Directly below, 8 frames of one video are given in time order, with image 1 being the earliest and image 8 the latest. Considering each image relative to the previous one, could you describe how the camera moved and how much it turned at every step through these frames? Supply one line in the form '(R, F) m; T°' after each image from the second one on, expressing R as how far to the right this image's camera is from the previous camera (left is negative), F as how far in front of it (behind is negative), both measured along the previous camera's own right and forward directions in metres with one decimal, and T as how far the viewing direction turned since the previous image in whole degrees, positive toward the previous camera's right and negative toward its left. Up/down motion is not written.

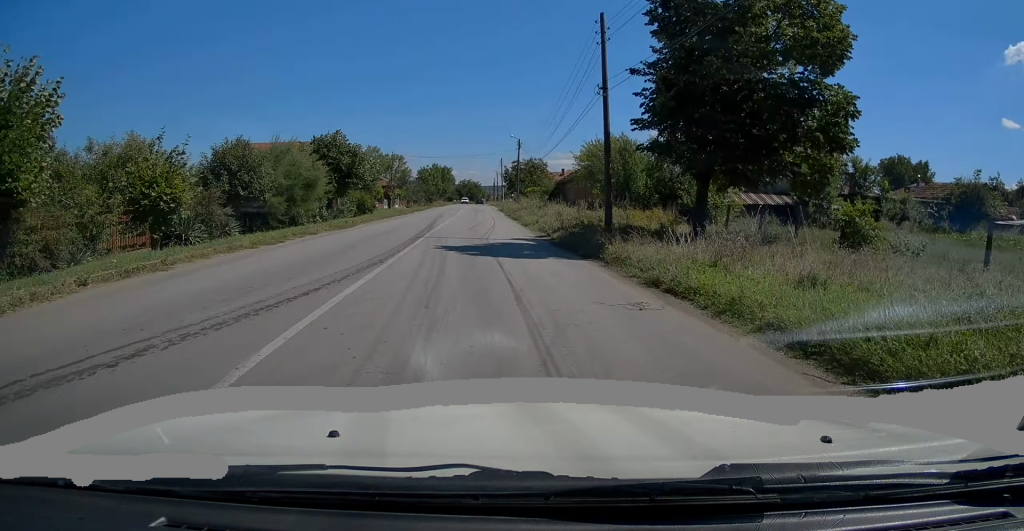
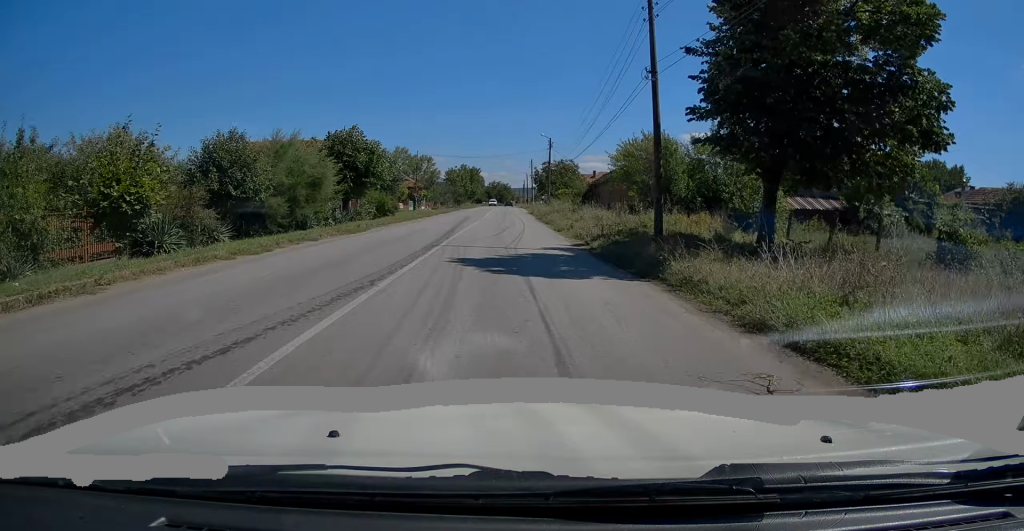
(-0.1, +3.1) m; -2°
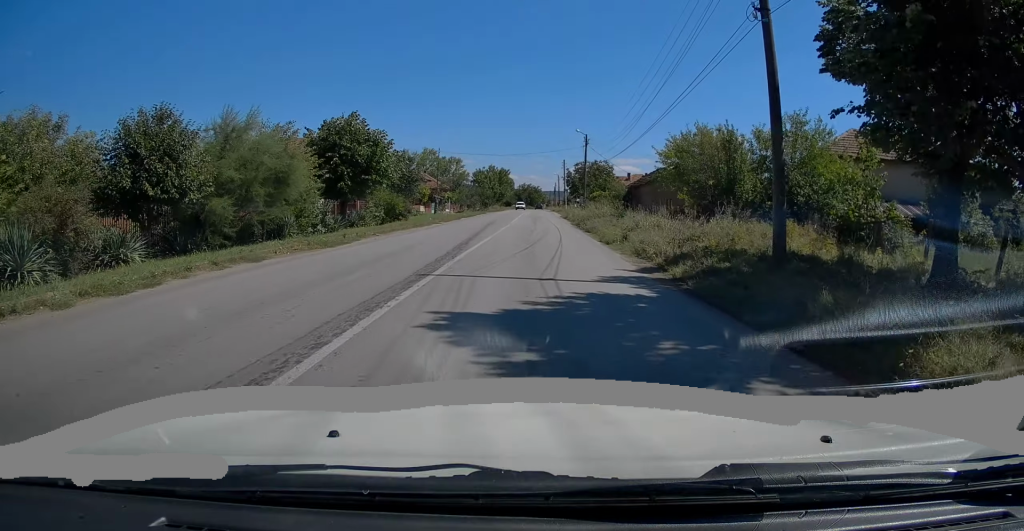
(-0.1, +6.3) m; -2°
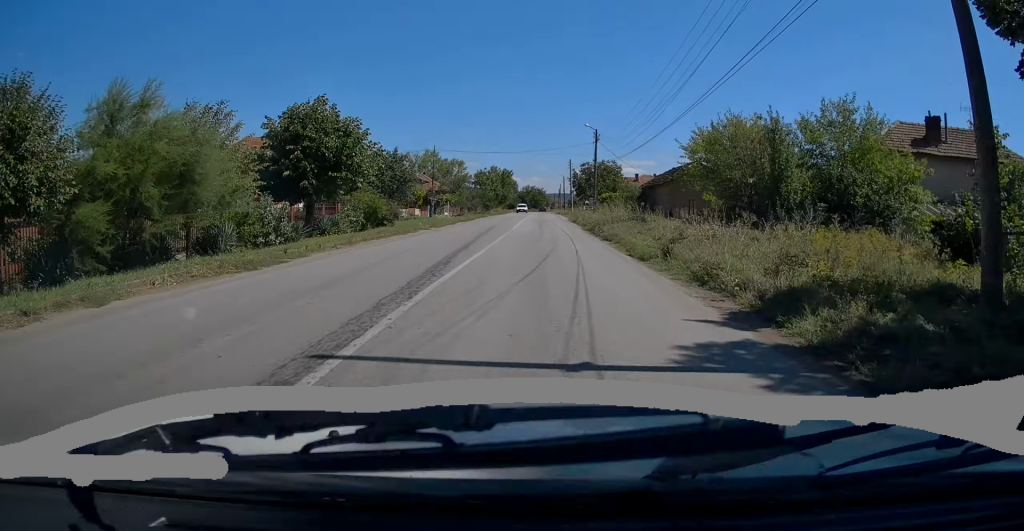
(-0.2, +5.0) m; 0°
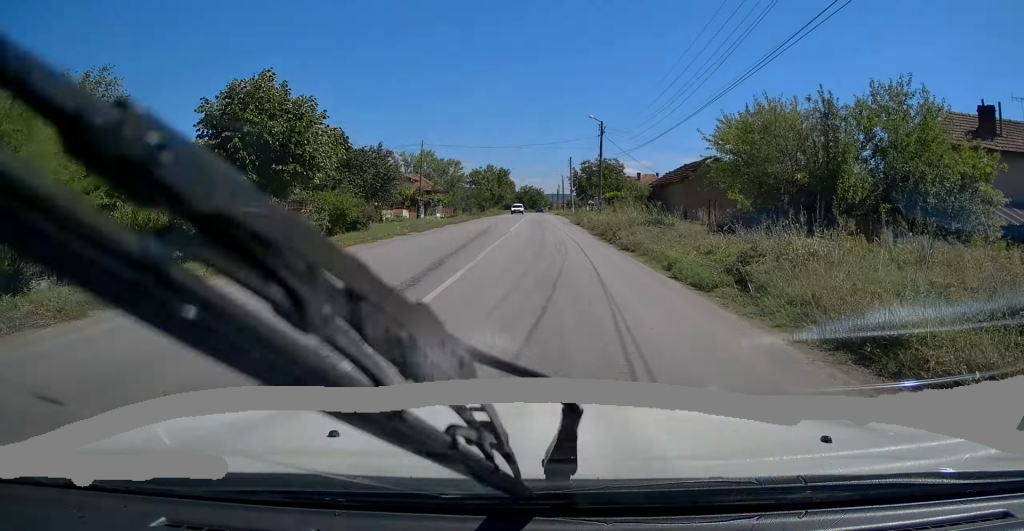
(+0.1, +5.1) m; 0°
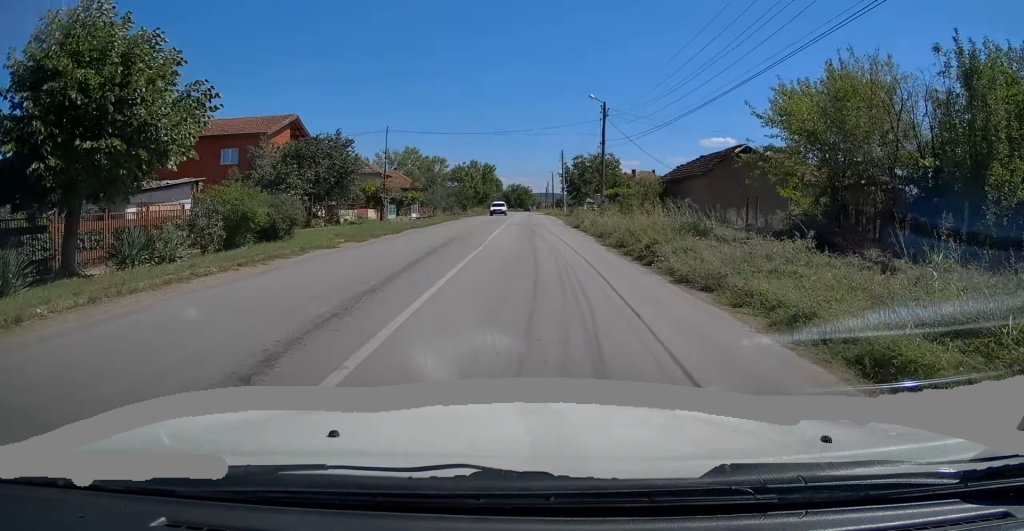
(0.0, +8.0) m; +1°
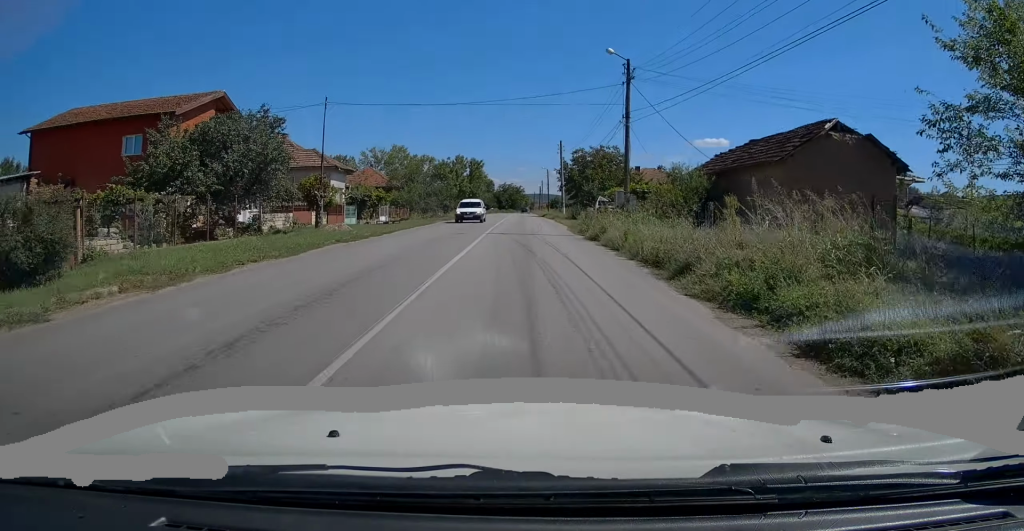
(+0.2, +10.9) m; +1°
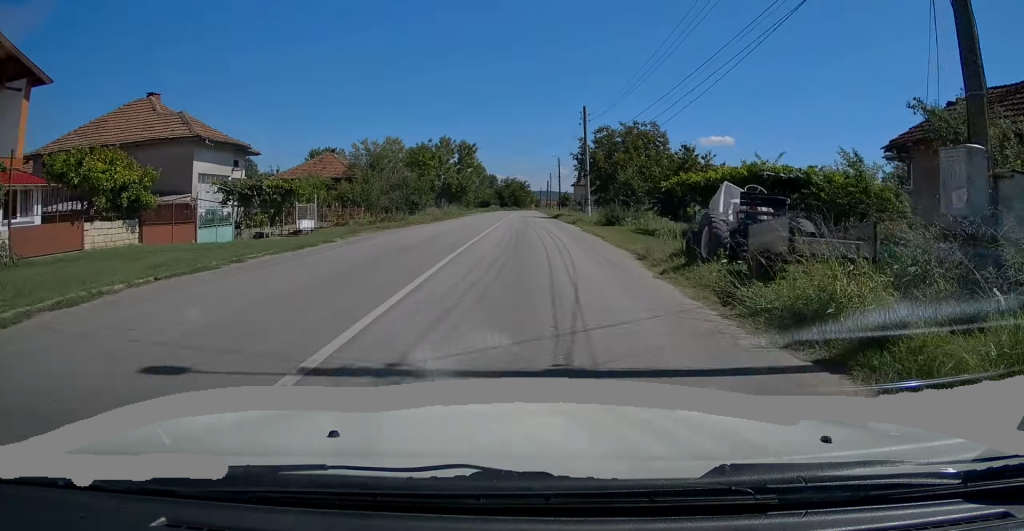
(-0.3, +20.0) m; -1°
